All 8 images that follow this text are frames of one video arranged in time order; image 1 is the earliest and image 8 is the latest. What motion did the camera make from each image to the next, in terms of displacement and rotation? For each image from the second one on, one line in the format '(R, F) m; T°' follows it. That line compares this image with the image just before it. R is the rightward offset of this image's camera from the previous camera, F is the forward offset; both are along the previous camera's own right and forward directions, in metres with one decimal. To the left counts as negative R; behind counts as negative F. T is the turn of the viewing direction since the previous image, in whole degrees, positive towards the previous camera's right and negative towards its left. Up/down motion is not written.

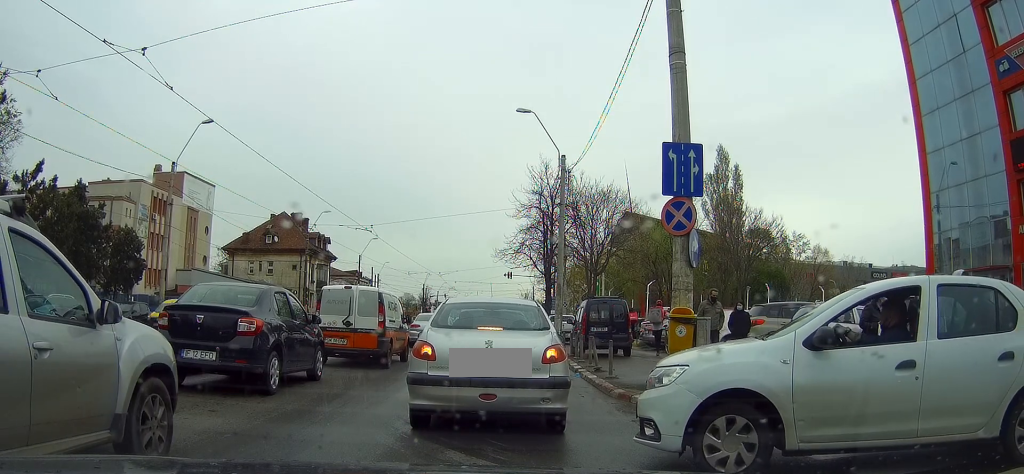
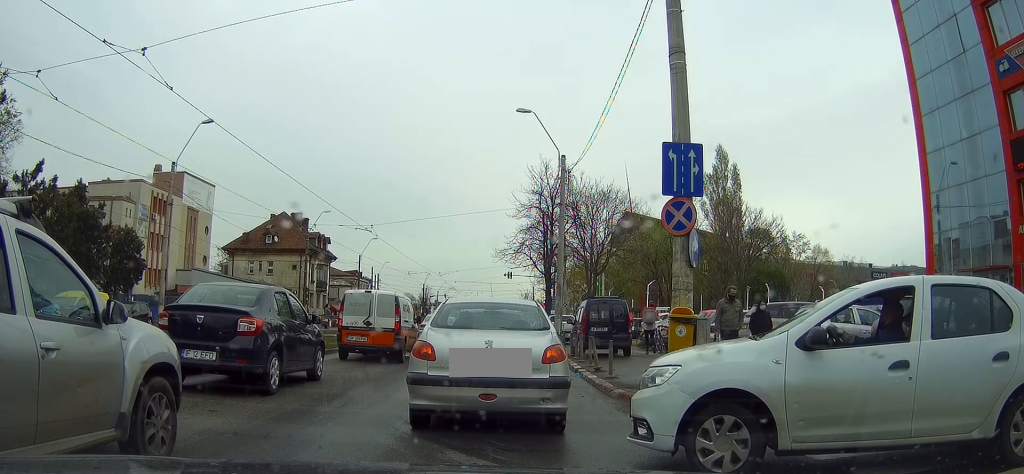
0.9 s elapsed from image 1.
(0.0, 0.0) m; 0°
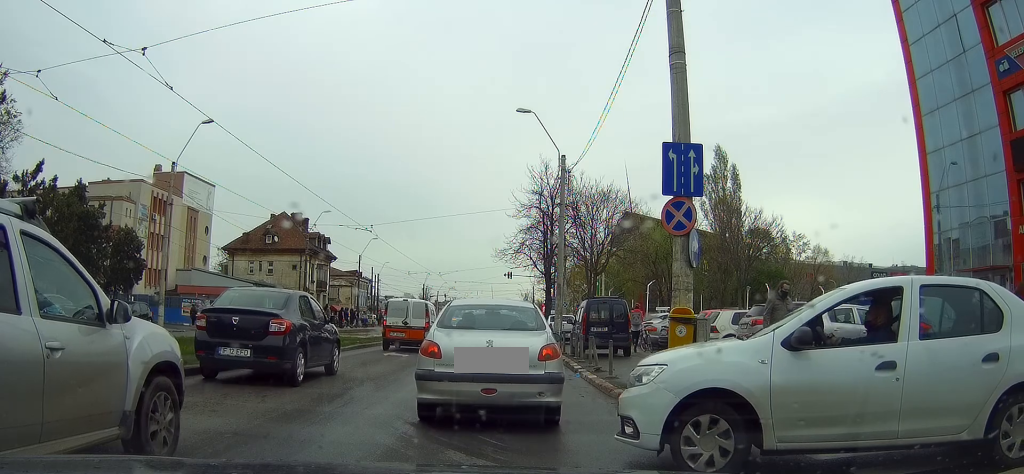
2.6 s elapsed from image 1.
(0.0, 0.0) m; 0°
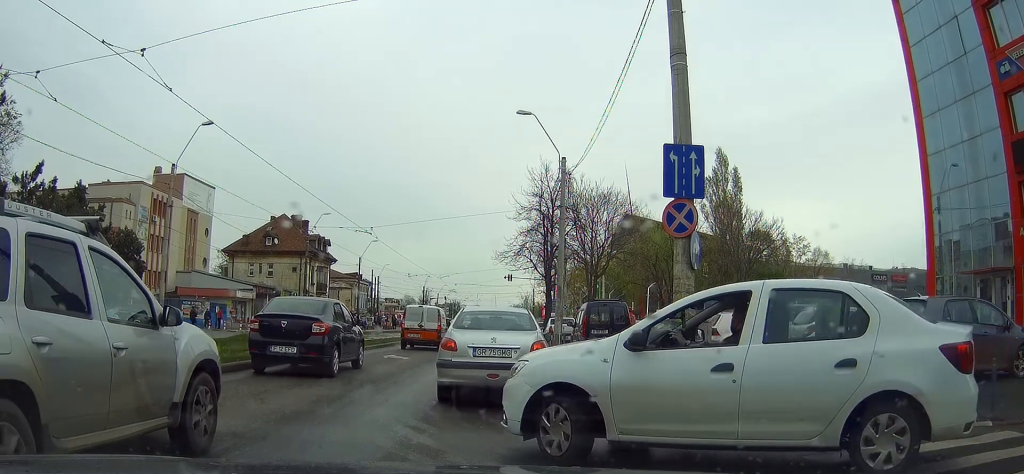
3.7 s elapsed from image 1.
(0.0, +0.6) m; 0°
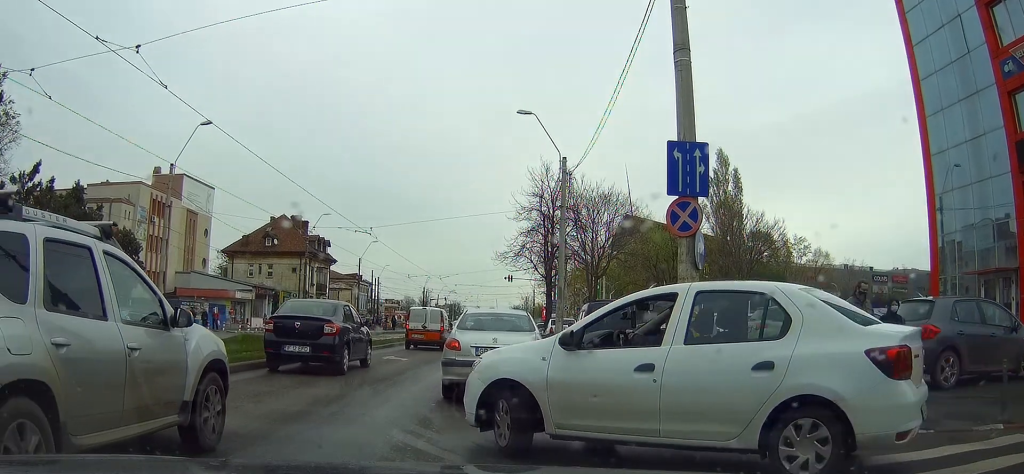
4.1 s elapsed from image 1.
(0.0, +0.4) m; 0°
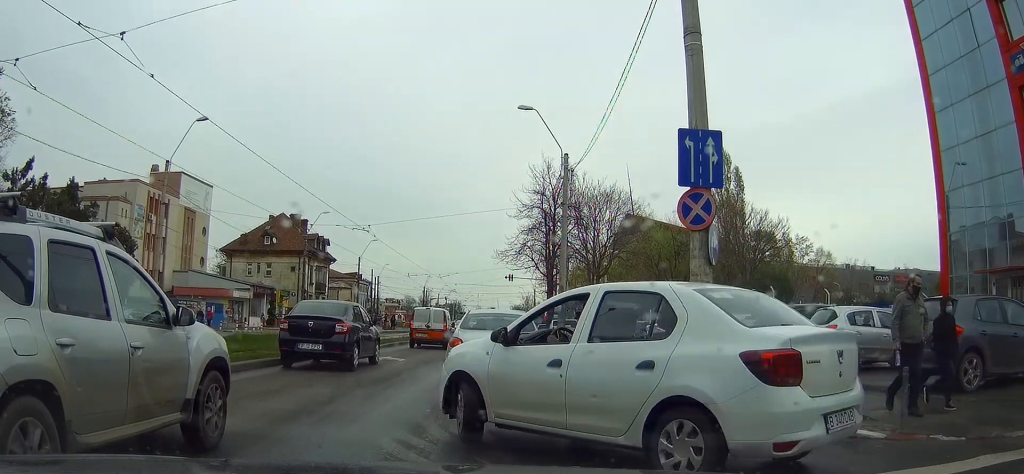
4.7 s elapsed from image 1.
(0.0, +0.8) m; 0°
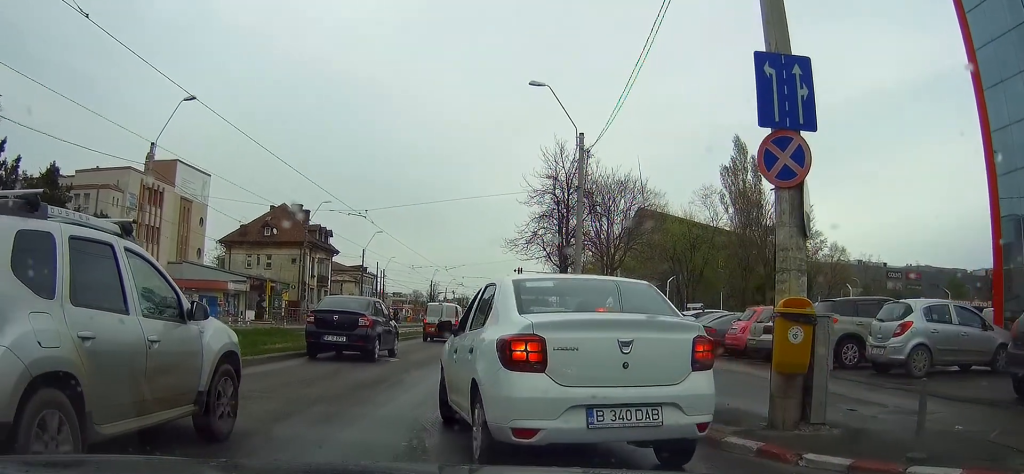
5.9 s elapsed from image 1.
(0.0, +2.3) m; 0°
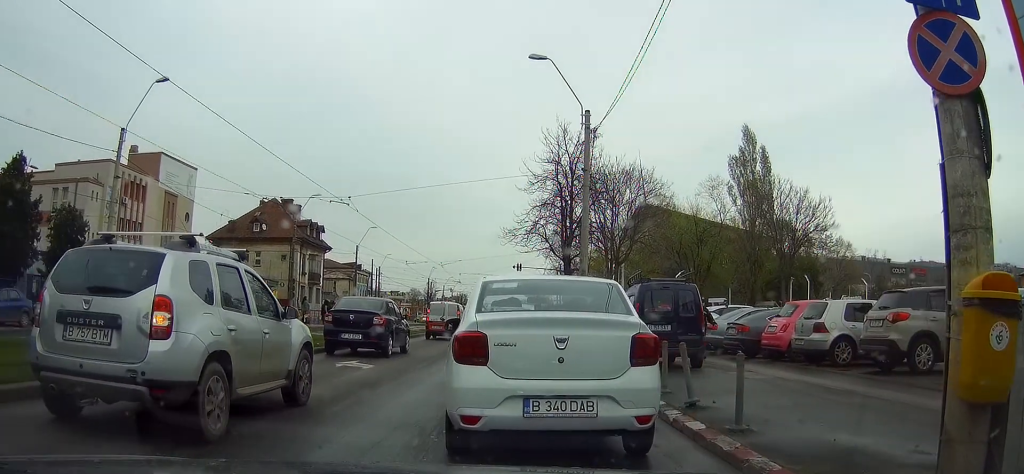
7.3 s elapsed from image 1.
(0.0, +3.6) m; -3°
